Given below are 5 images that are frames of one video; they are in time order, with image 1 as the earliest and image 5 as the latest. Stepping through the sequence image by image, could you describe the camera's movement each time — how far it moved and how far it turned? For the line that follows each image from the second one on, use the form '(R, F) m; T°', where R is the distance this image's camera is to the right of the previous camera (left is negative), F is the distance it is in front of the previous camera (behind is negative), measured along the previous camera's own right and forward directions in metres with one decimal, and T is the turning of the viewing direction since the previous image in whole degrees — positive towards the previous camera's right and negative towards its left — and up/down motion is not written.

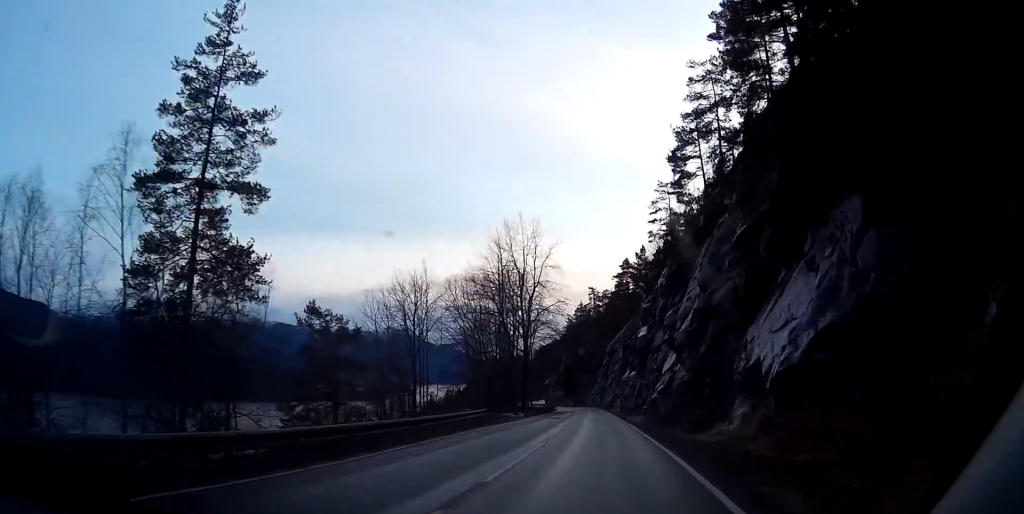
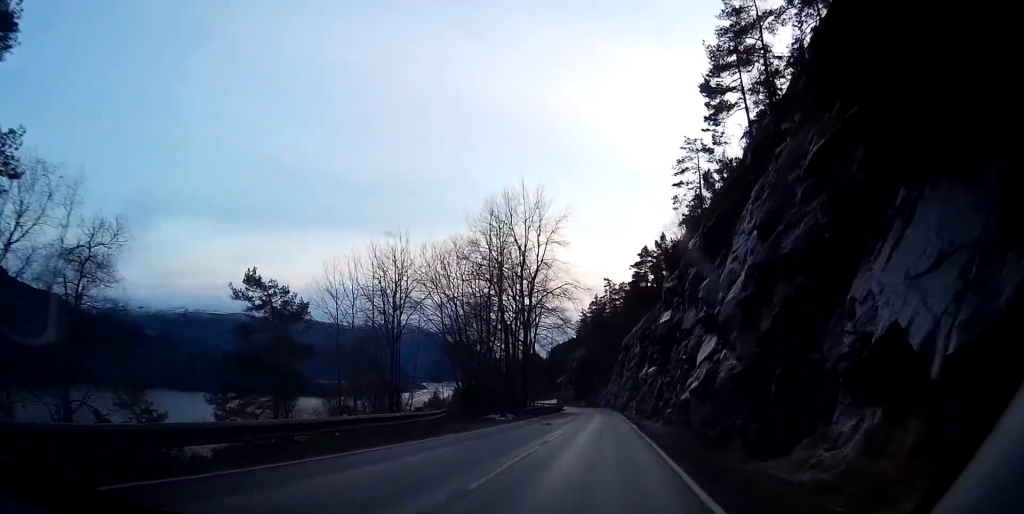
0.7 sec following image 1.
(+0.1, +13.2) m; +1°
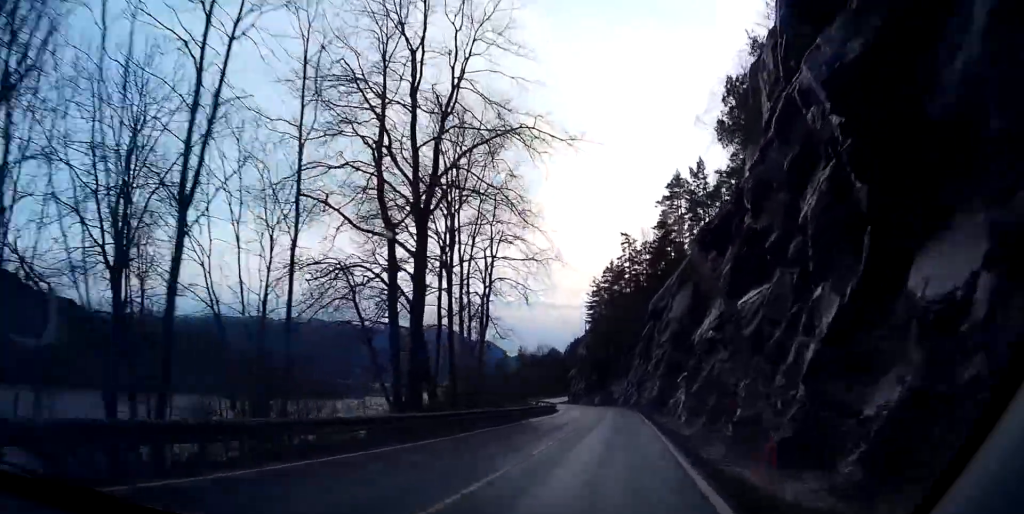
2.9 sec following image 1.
(+1.1, +43.0) m; +2°
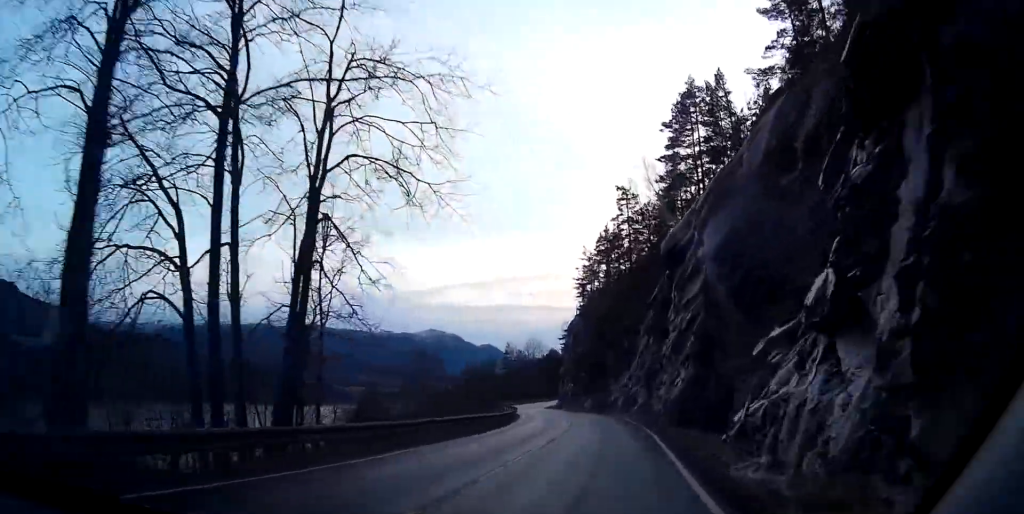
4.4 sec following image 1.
(-0.3, +28.7) m; -3°
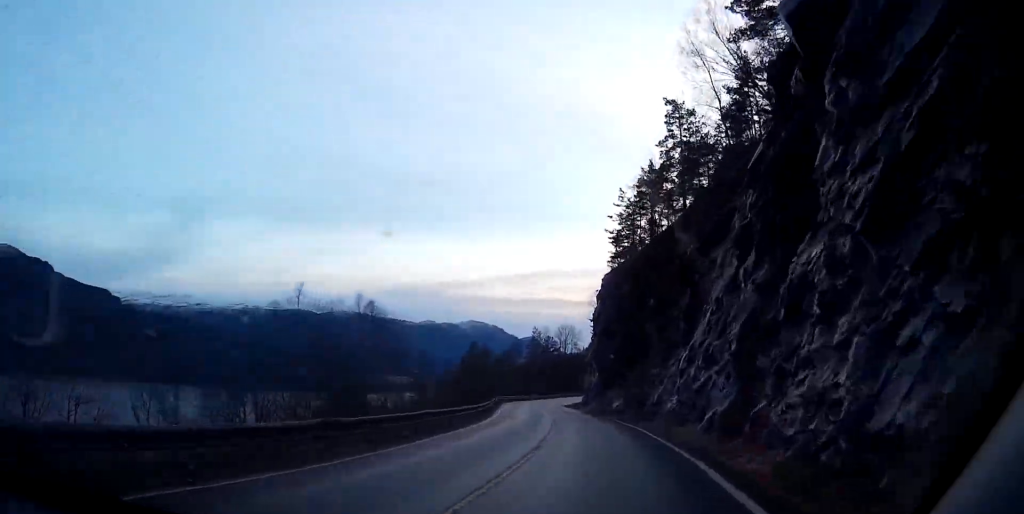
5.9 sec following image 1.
(-0.8, +29.4) m; 0°
